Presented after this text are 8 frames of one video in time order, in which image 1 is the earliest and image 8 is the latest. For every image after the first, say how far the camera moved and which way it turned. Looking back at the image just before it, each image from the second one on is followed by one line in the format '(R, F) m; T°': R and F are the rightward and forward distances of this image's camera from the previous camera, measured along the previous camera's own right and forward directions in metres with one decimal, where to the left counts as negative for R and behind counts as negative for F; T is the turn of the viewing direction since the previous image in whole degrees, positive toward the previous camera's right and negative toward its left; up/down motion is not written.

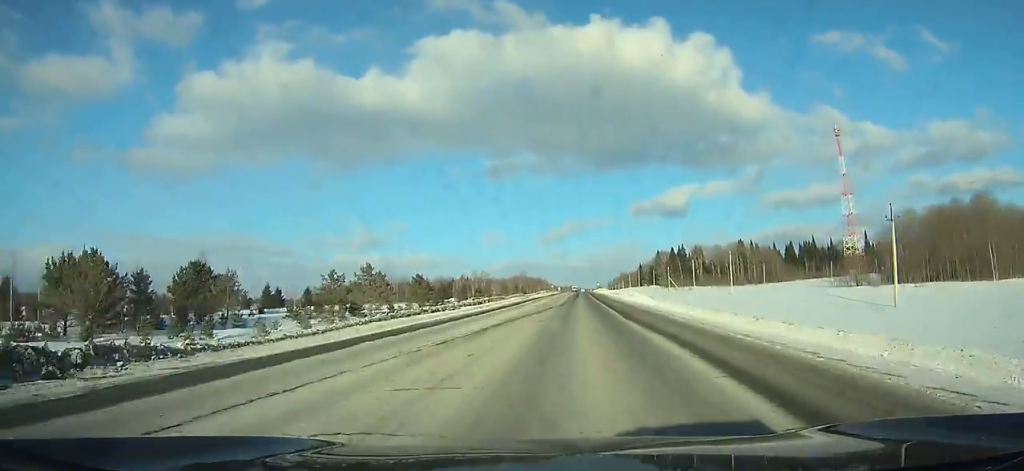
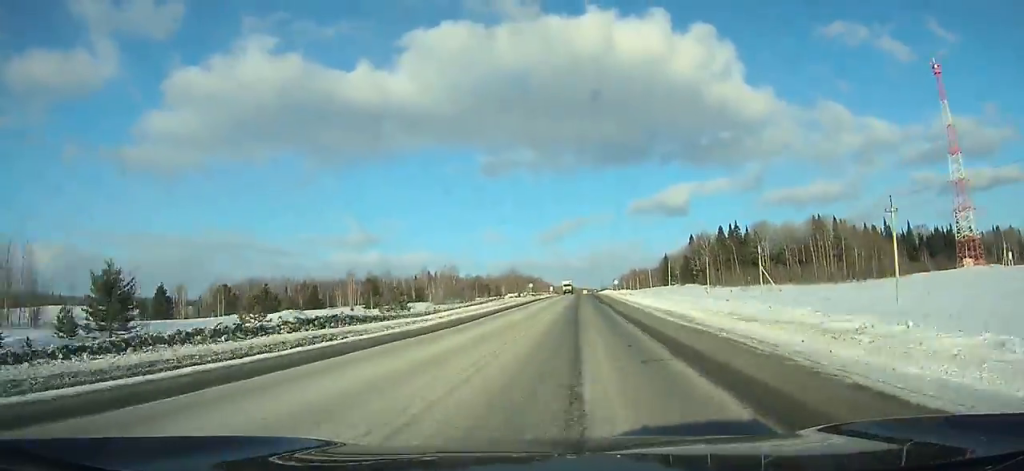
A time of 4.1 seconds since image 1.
(-0.8, +95.3) m; 0°
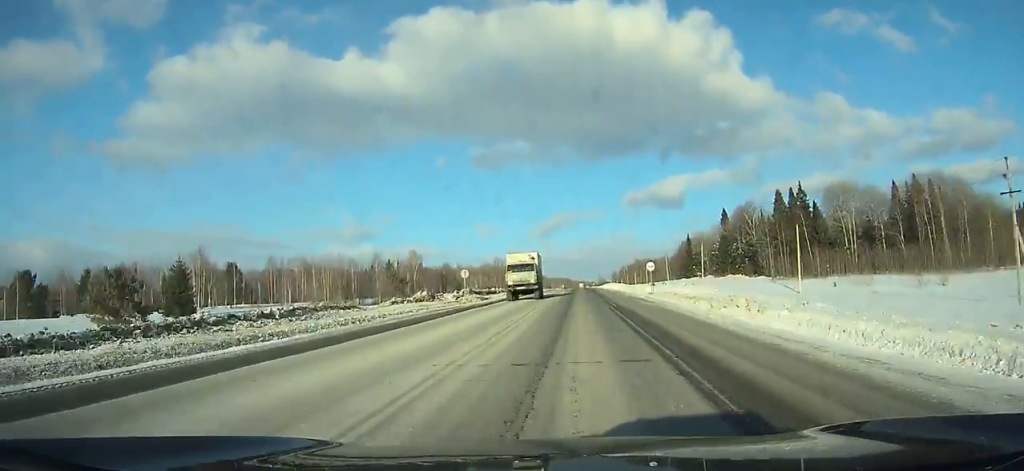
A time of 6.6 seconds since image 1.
(+0.1, +58.6) m; 0°
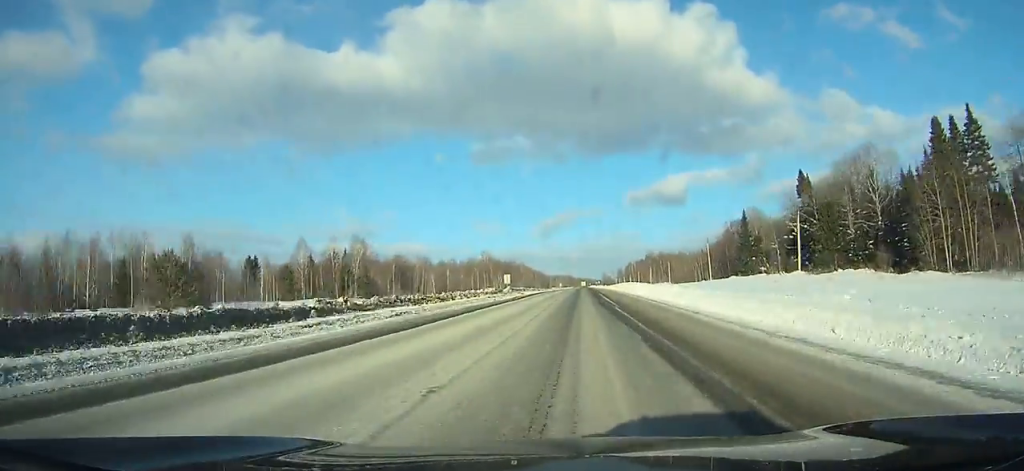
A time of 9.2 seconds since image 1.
(-0.1, +61.5) m; 0°
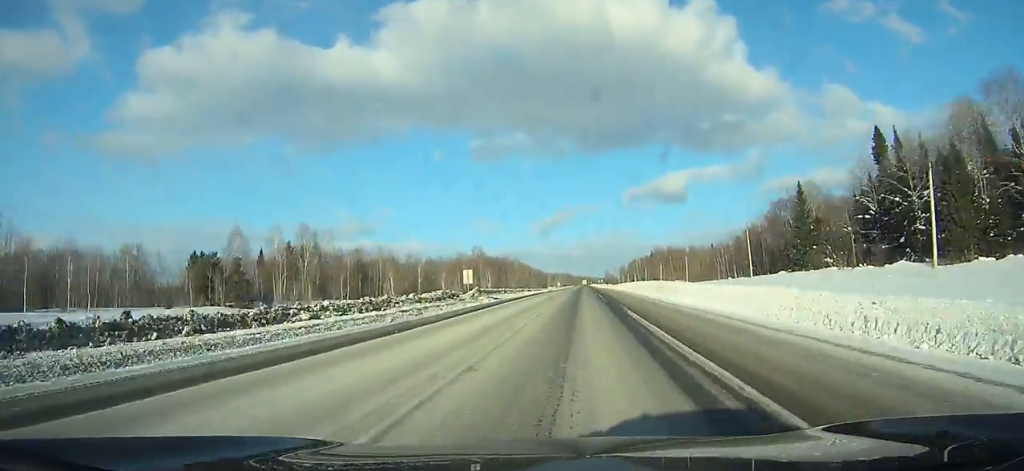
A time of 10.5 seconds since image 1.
(+0.1, +31.1) m; 0°
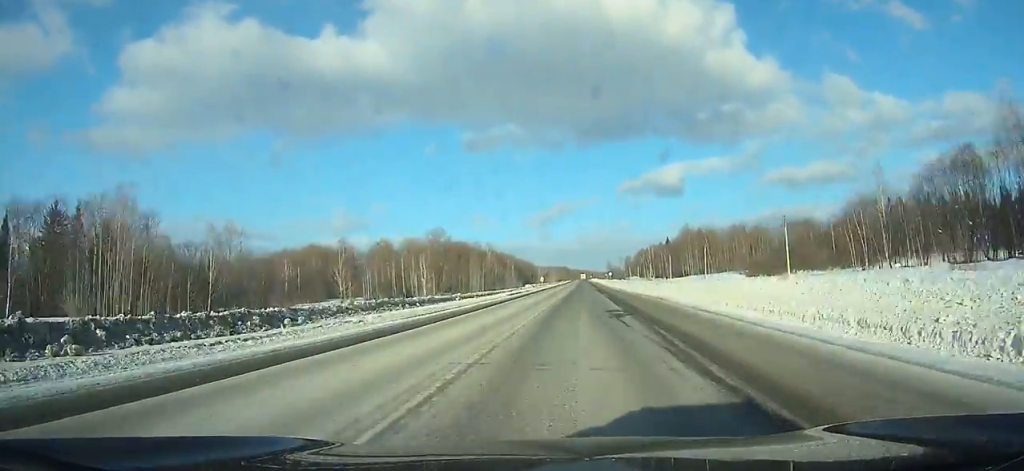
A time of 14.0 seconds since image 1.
(+0.6, +84.6) m; +1°
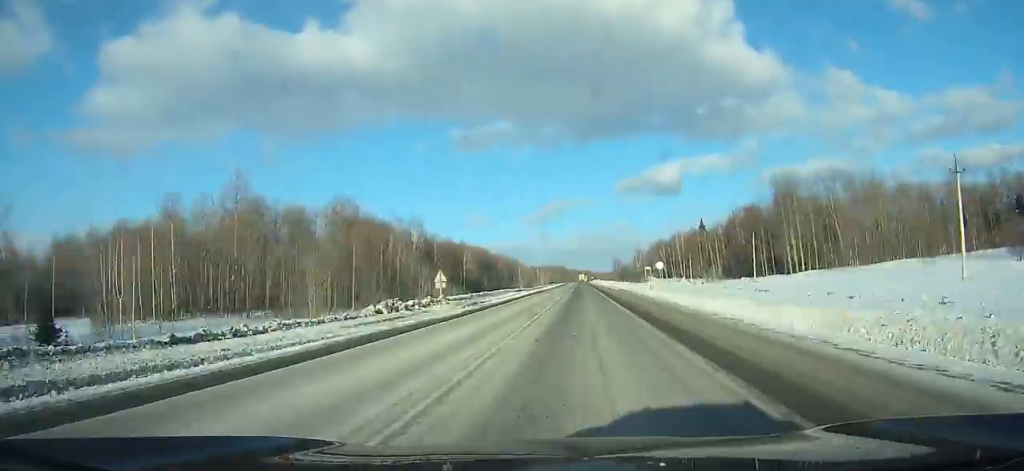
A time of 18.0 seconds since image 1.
(+0.4, +98.4) m; 0°
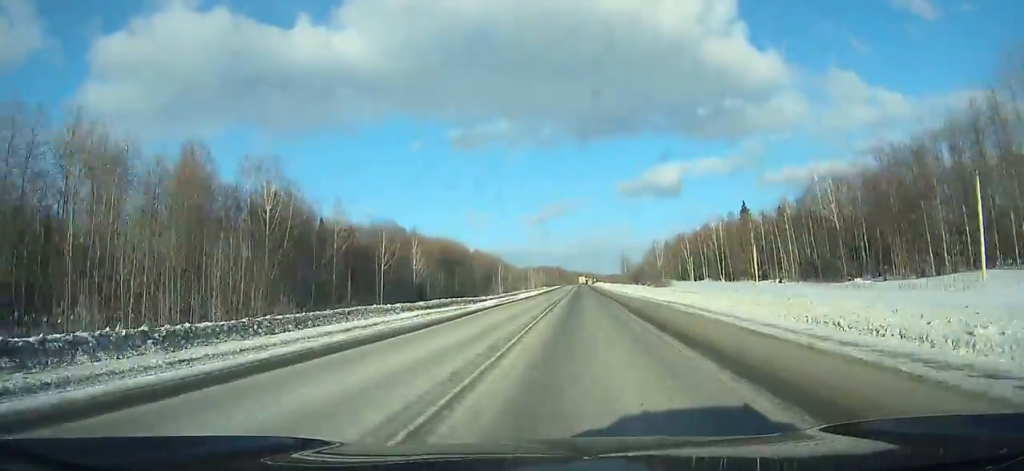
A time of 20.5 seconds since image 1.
(-0.1, +62.3) m; 0°
